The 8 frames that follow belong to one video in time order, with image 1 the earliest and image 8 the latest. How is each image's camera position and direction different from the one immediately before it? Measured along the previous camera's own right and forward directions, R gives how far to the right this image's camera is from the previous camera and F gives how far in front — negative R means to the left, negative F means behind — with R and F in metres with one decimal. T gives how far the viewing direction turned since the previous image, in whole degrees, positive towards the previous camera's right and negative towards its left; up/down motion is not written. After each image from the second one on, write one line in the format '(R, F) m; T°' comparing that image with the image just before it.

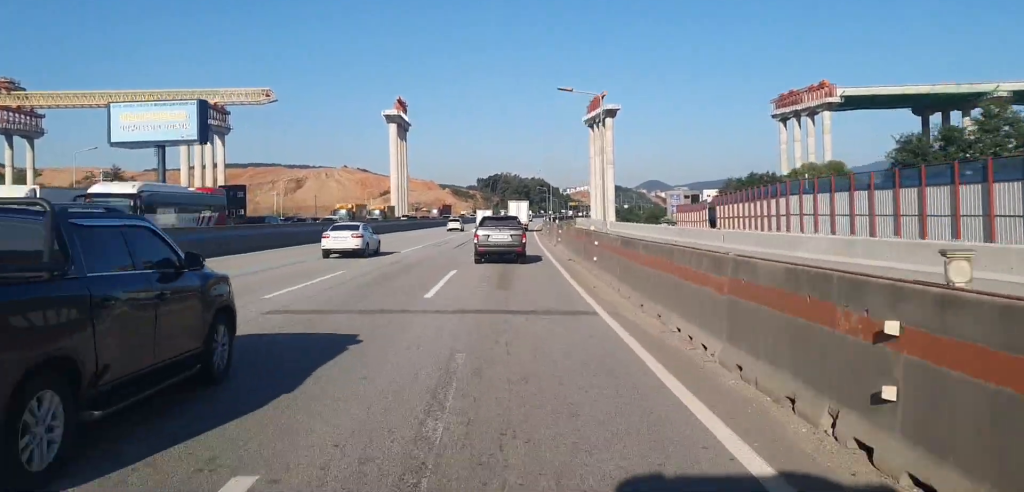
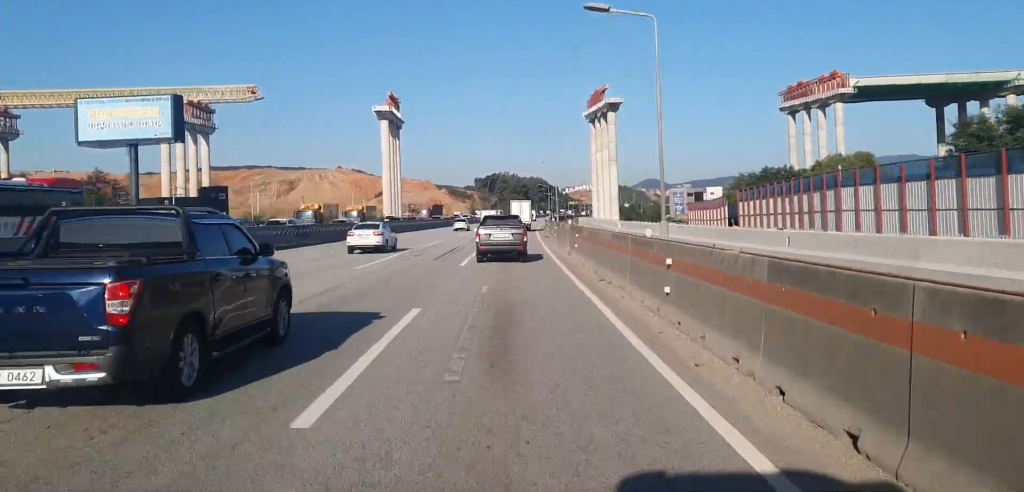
(0.0, +9.8) m; 0°
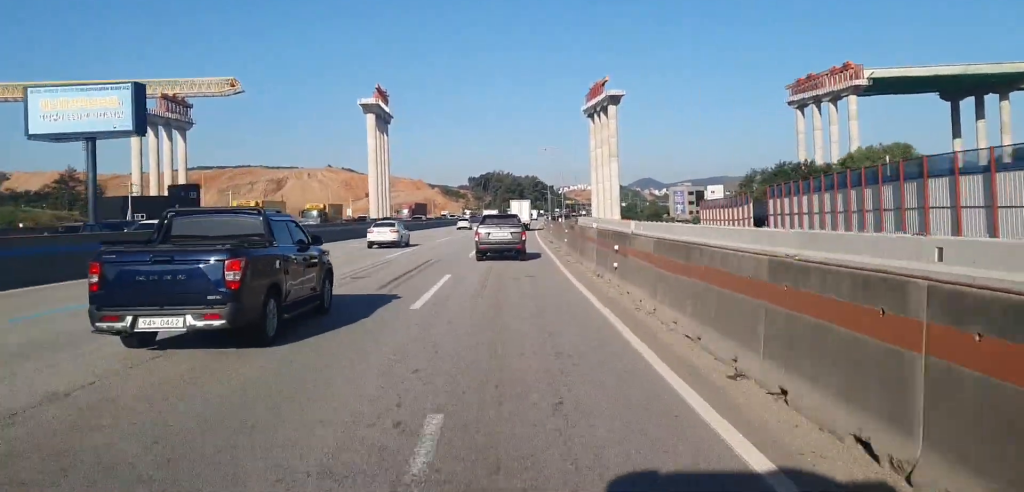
(-0.3, +12.4) m; 0°
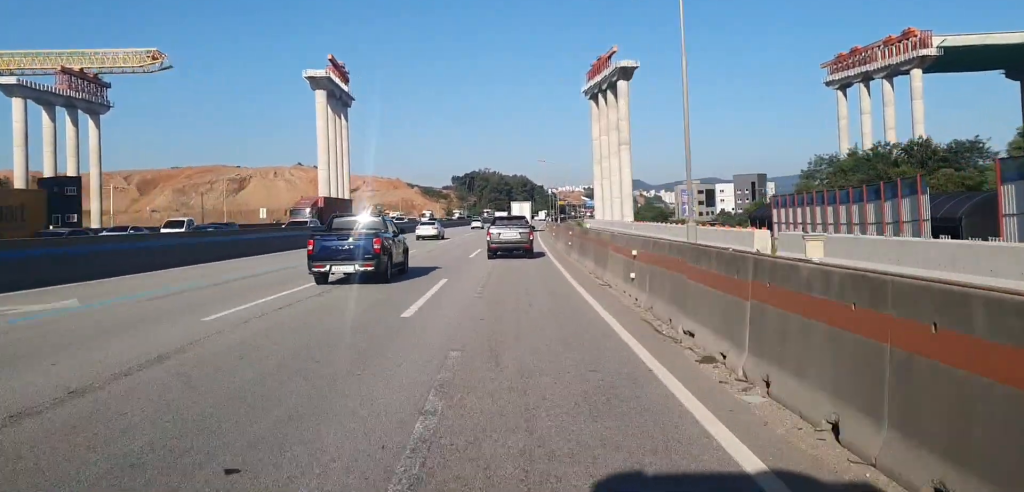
(+1.0, +39.5) m; +3°
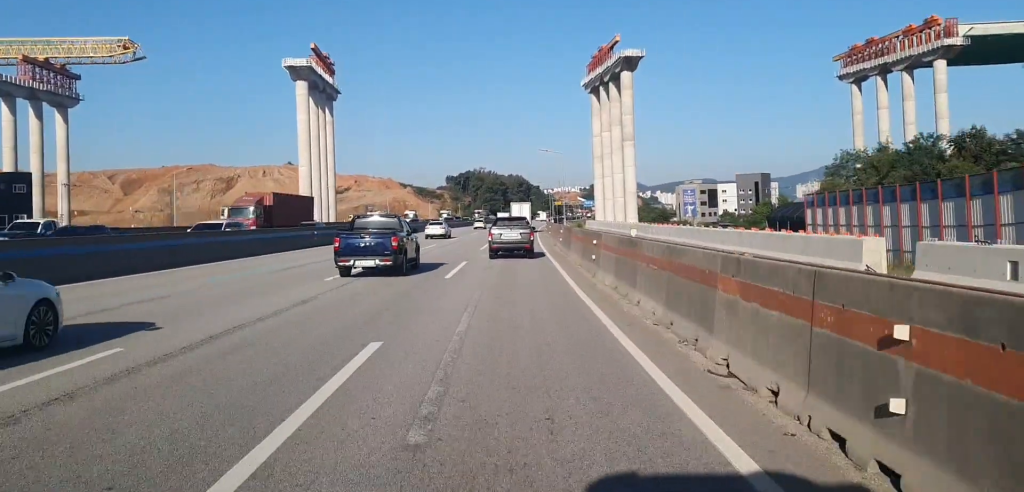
(+0.3, +11.0) m; 0°
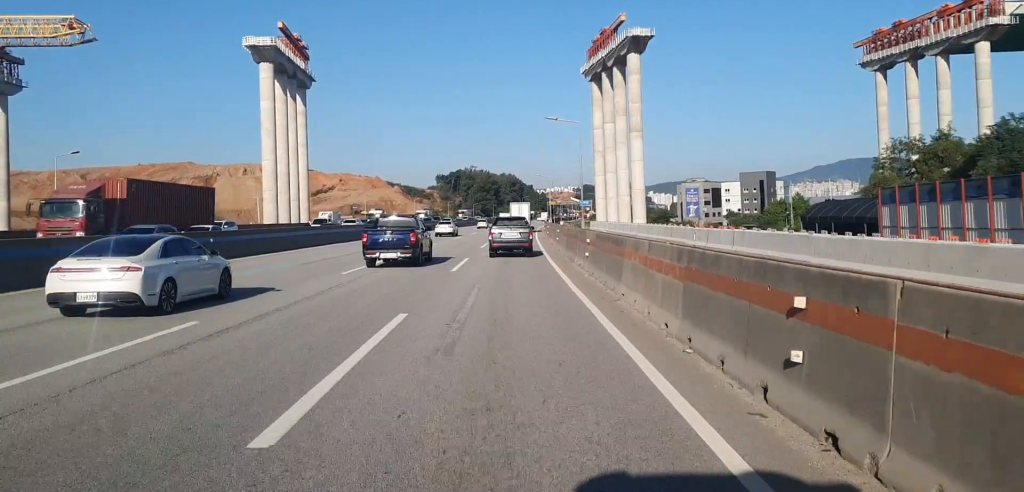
(0.0, +16.1) m; 0°
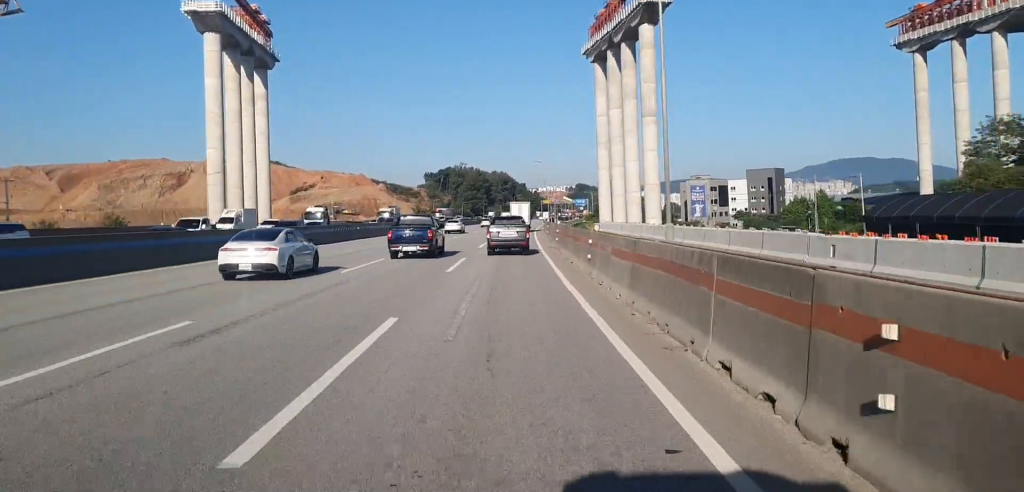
(-0.2, +19.3) m; 0°
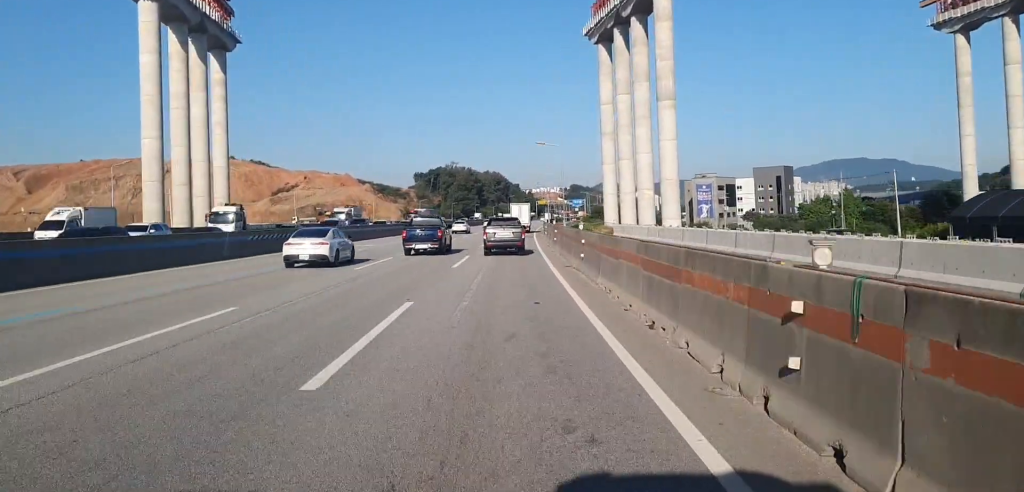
(+0.2, +16.8) m; +1°
